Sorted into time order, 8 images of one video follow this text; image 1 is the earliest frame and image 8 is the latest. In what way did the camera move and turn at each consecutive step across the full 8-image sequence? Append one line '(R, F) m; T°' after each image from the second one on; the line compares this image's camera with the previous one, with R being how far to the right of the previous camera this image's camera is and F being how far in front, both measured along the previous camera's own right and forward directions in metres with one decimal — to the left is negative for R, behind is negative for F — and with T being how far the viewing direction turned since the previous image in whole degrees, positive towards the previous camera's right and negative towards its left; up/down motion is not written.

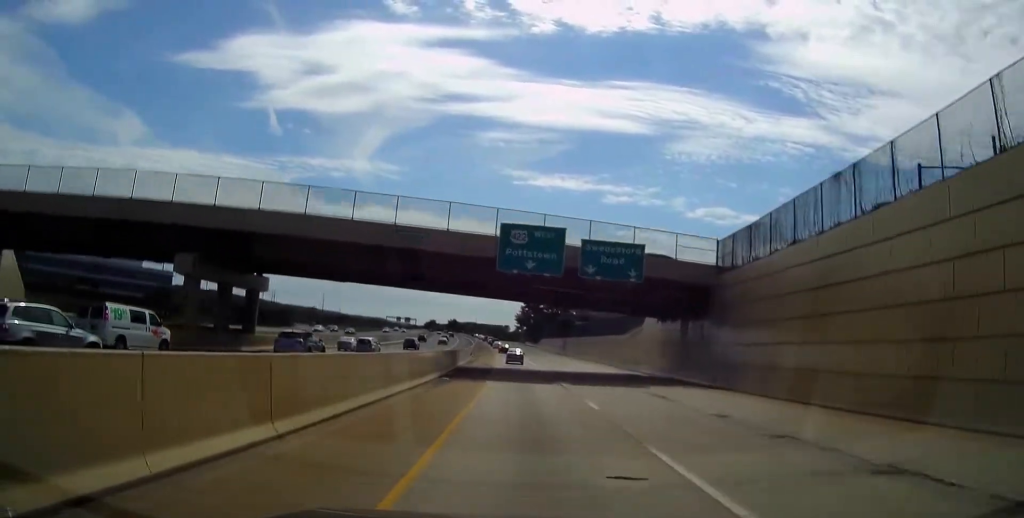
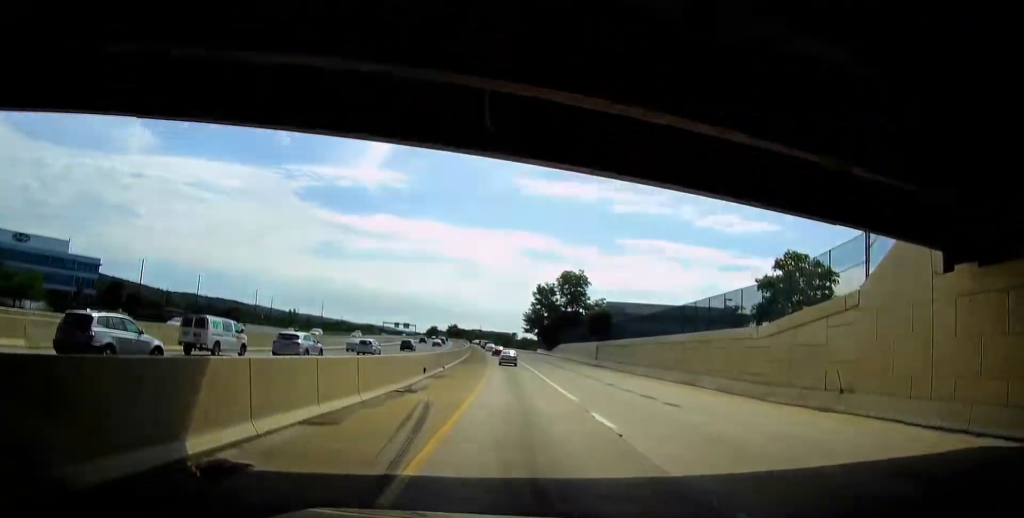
(-0.1, +40.5) m; -1°
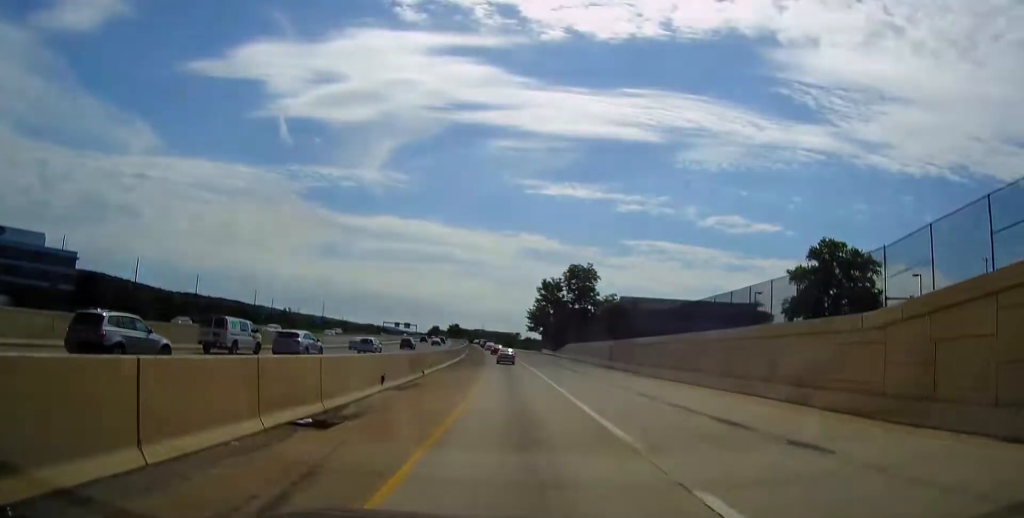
(-0.2, +10.6) m; 0°
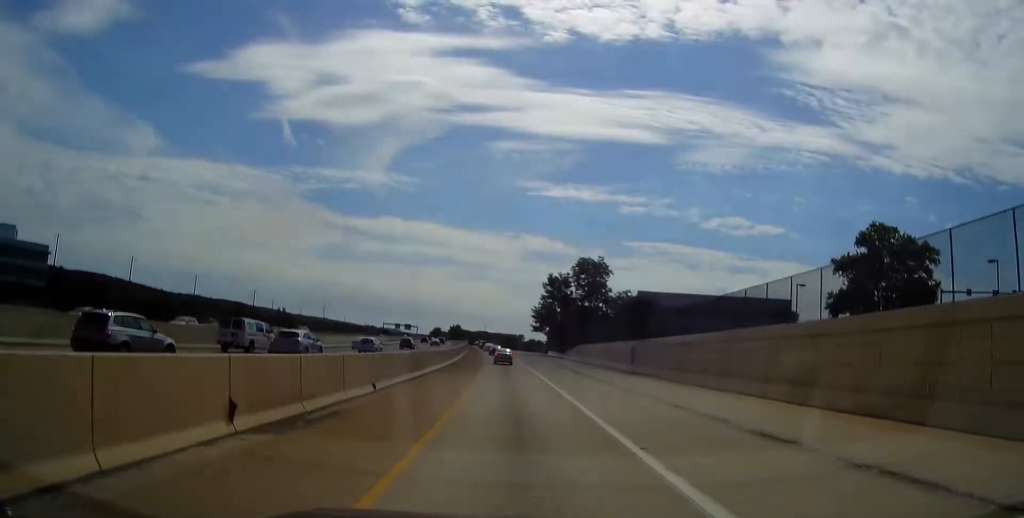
(0.0, +11.7) m; 0°
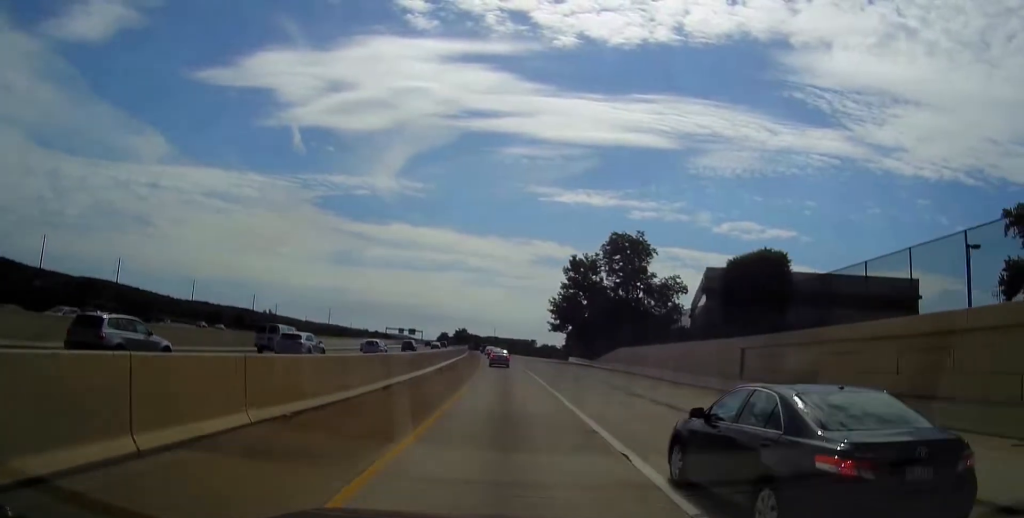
(+0.1, +27.7) m; 0°
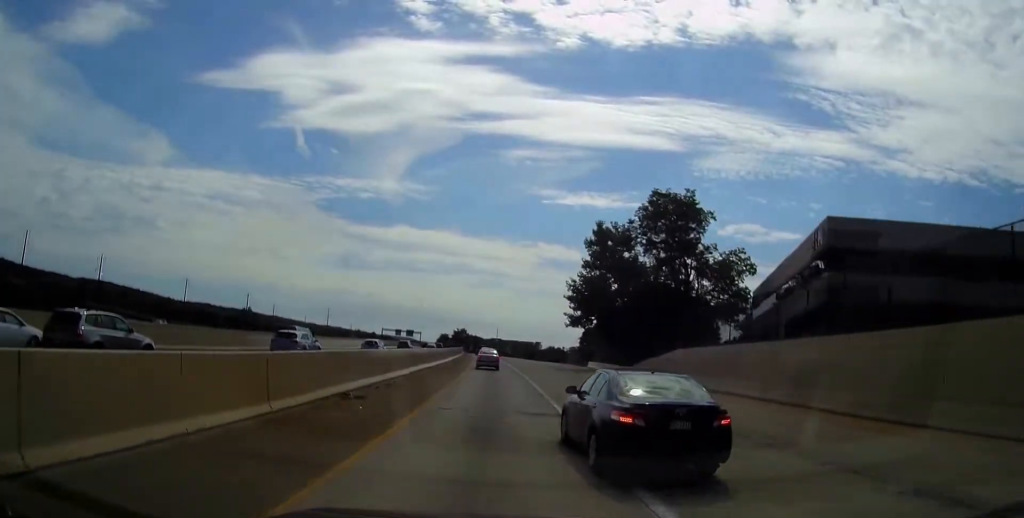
(-0.2, +22.9) m; -2°
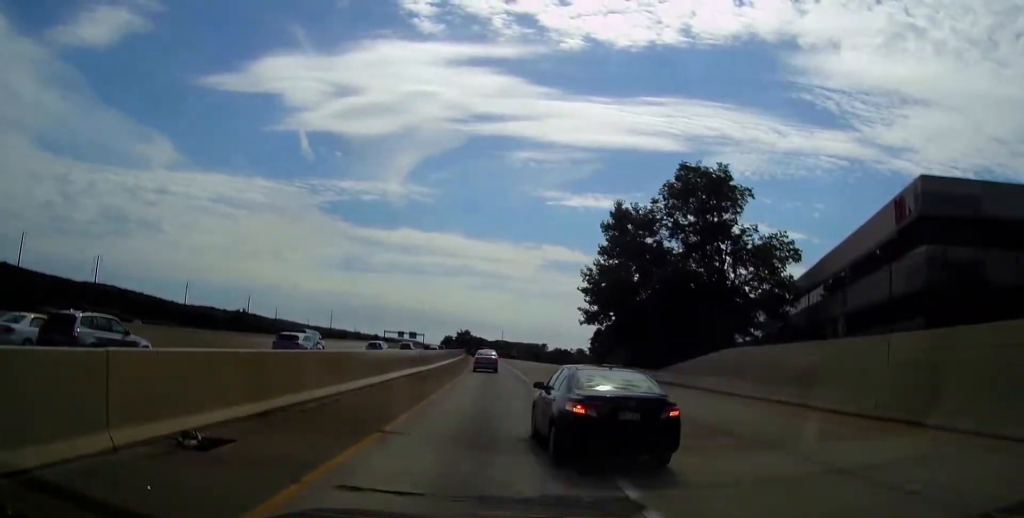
(0.0, +8.9) m; -1°
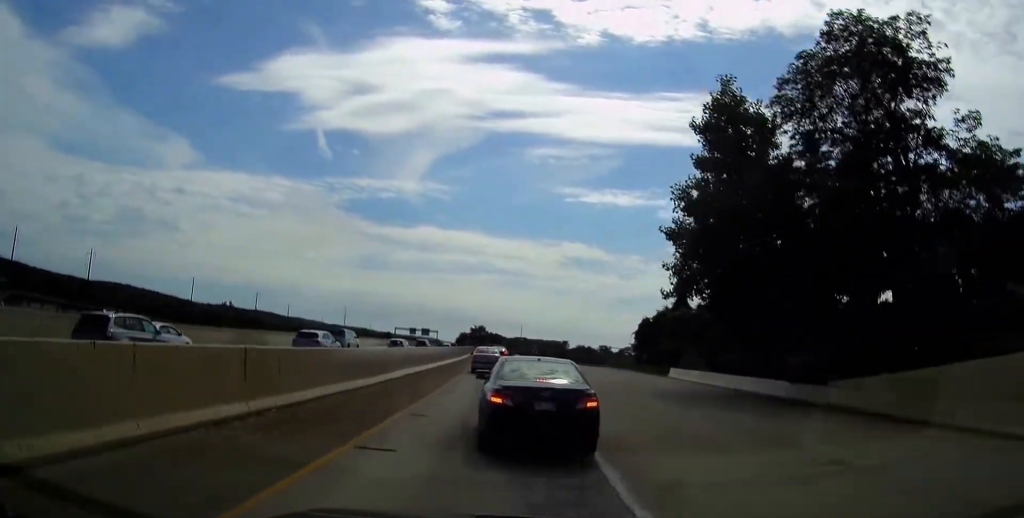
(-0.4, +23.9) m; +3°
